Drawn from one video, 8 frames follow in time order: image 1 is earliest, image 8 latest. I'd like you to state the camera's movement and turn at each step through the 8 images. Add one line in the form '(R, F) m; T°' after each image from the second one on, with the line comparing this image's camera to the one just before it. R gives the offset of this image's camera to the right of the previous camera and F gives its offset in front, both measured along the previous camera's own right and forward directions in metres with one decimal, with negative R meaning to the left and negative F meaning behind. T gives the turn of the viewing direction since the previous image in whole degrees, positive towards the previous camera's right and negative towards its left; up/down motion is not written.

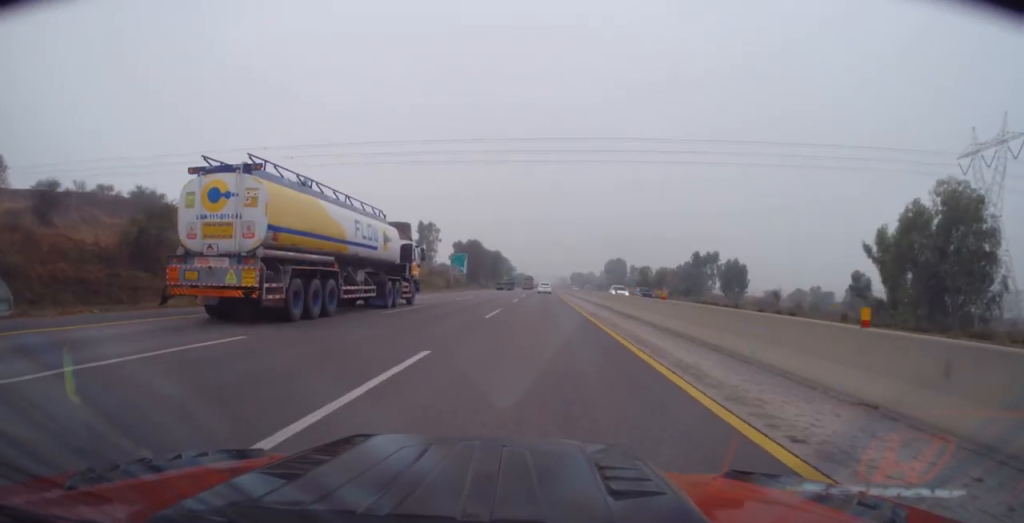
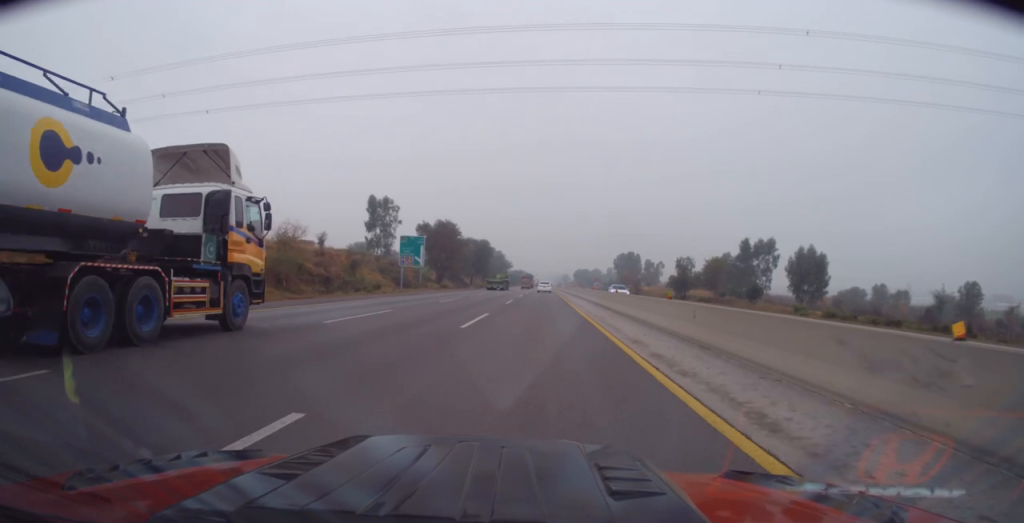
(+0.7, +40.8) m; +1°
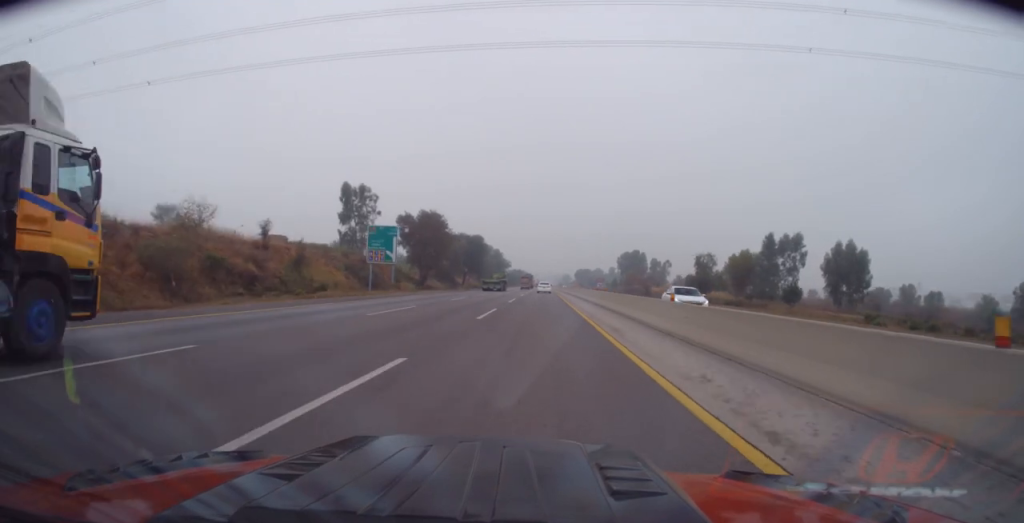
(-0.2, +13.7) m; 0°
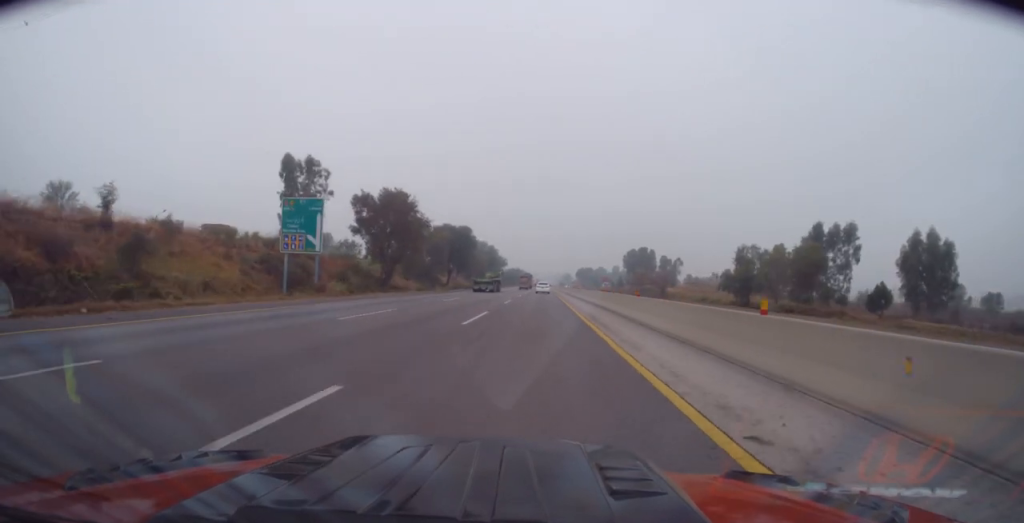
(-0.1, +21.5) m; 0°
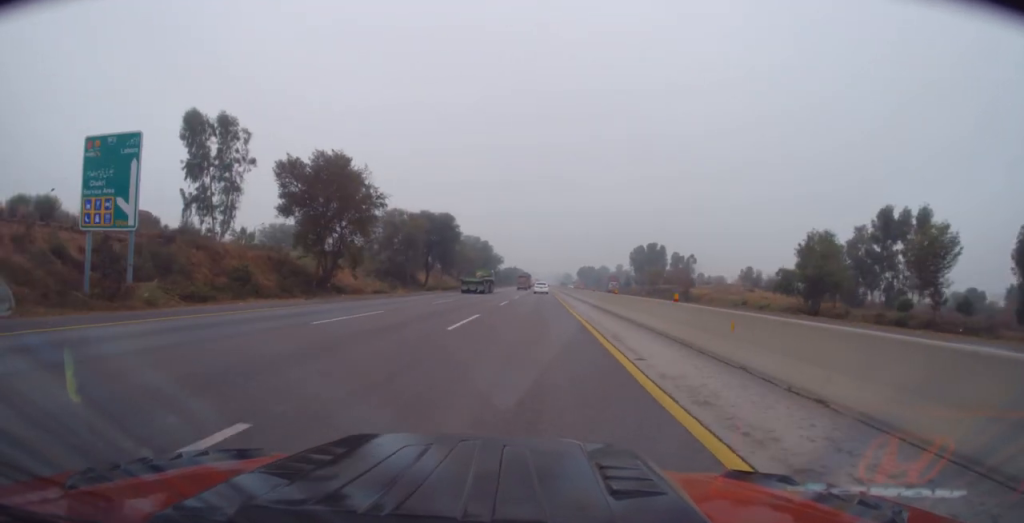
(+0.1, +19.9) m; +1°
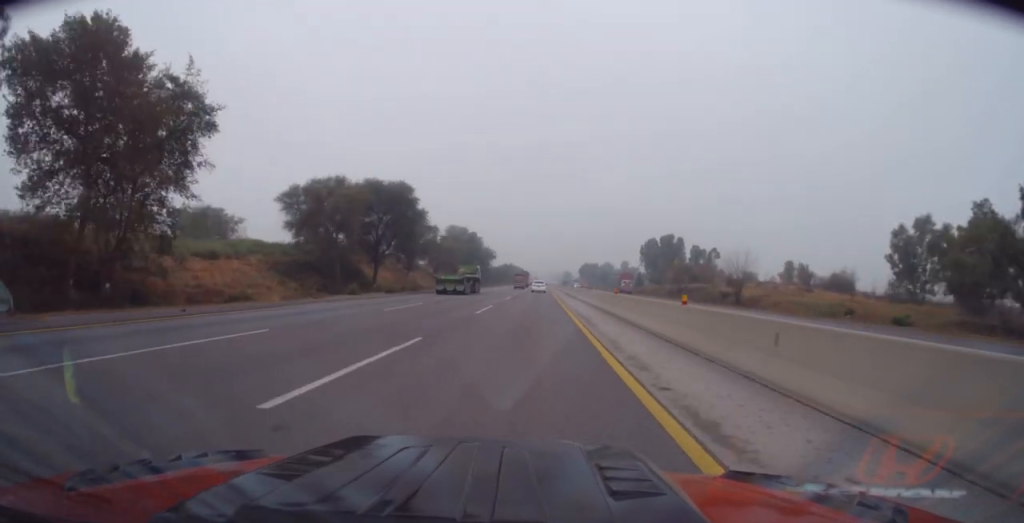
(+0.3, +27.9) m; 0°
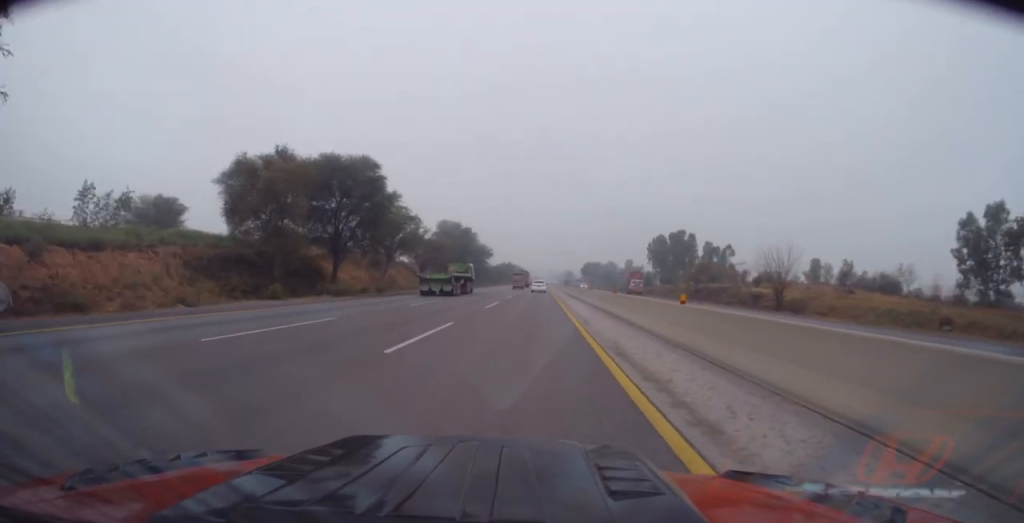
(+0.1, +13.2) m; 0°
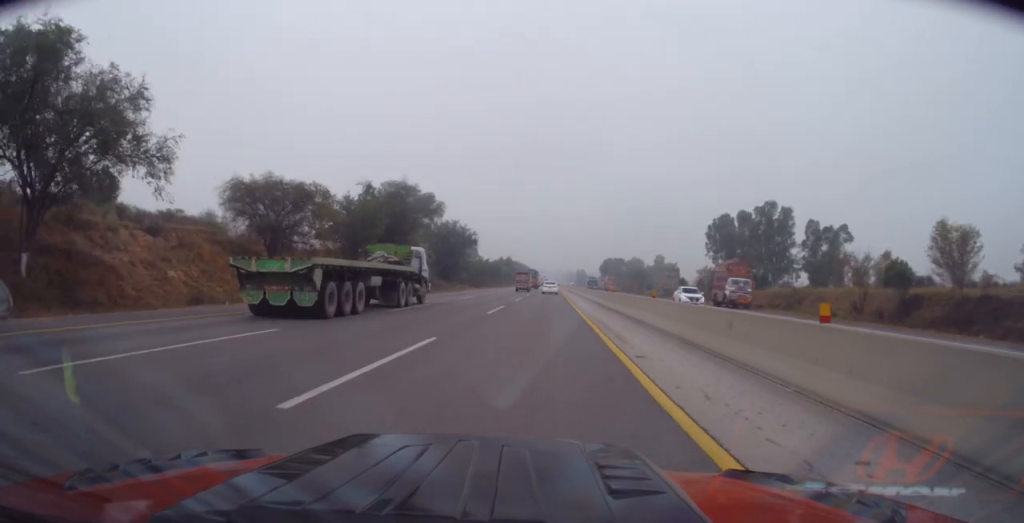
(-0.9, +58.7) m; -1°
